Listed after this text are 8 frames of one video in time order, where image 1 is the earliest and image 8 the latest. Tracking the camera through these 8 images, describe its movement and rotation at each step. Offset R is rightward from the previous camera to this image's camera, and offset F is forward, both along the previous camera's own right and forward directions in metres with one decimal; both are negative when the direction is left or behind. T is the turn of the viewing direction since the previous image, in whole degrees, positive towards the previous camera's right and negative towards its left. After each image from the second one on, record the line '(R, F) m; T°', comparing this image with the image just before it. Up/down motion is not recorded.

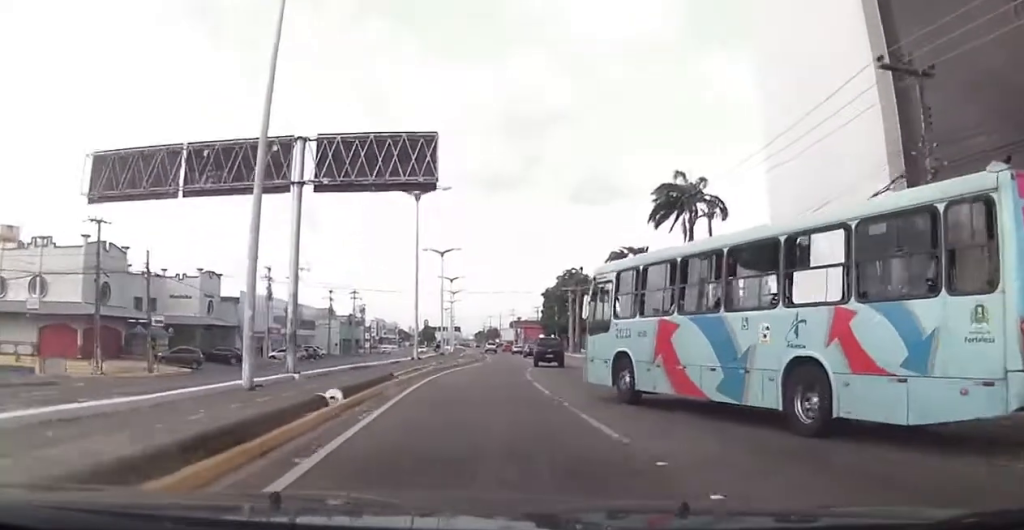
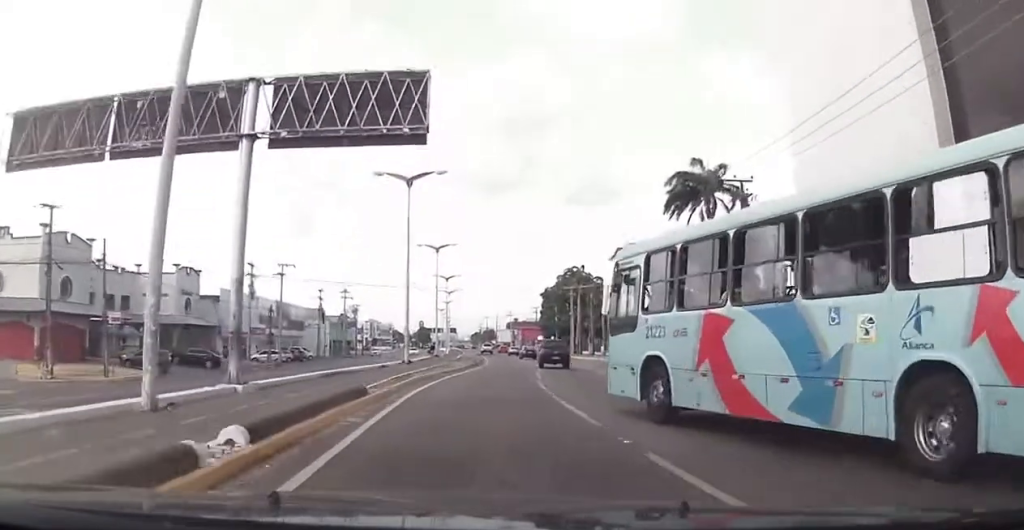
(0.0, +5.6) m; 0°
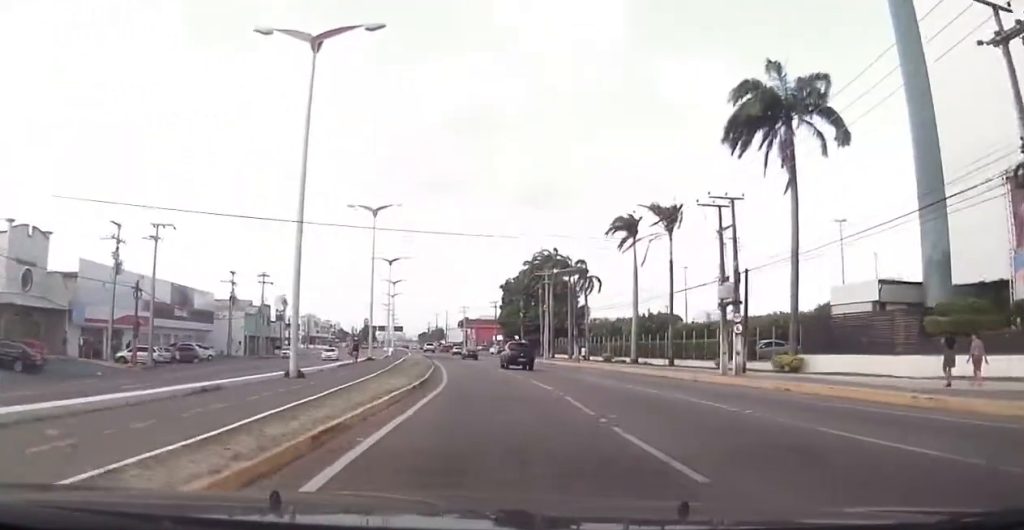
(+0.5, +21.9) m; +4°
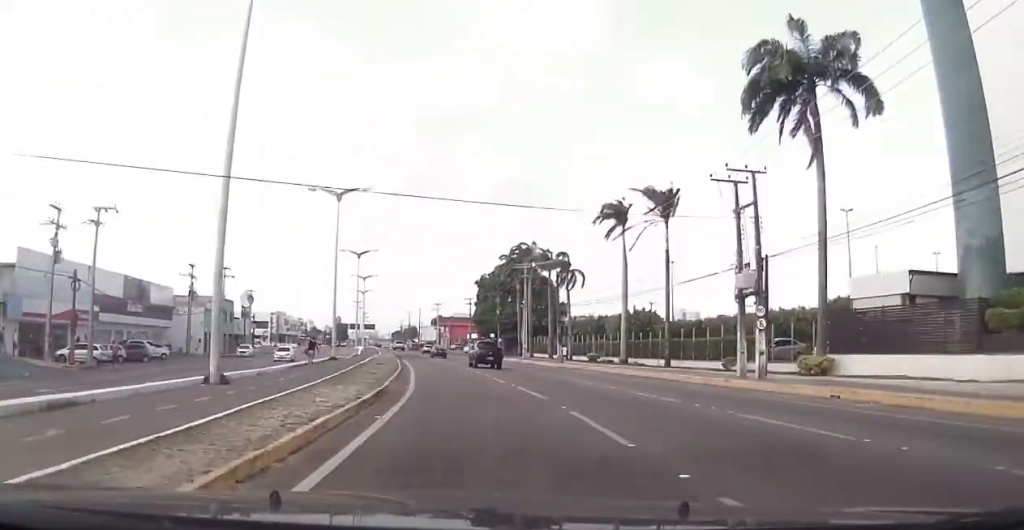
(+0.1, +5.5) m; +1°
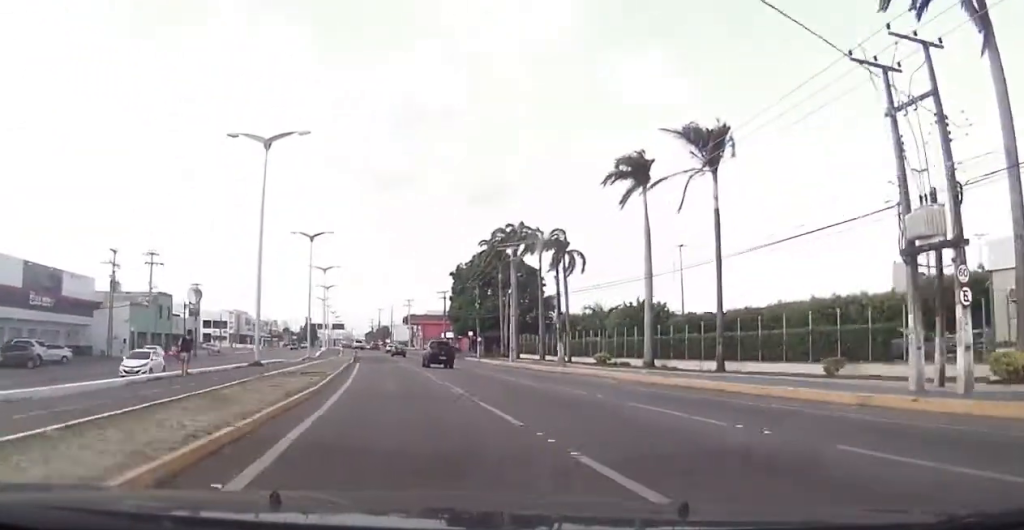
(+0.1, +14.0) m; +3°
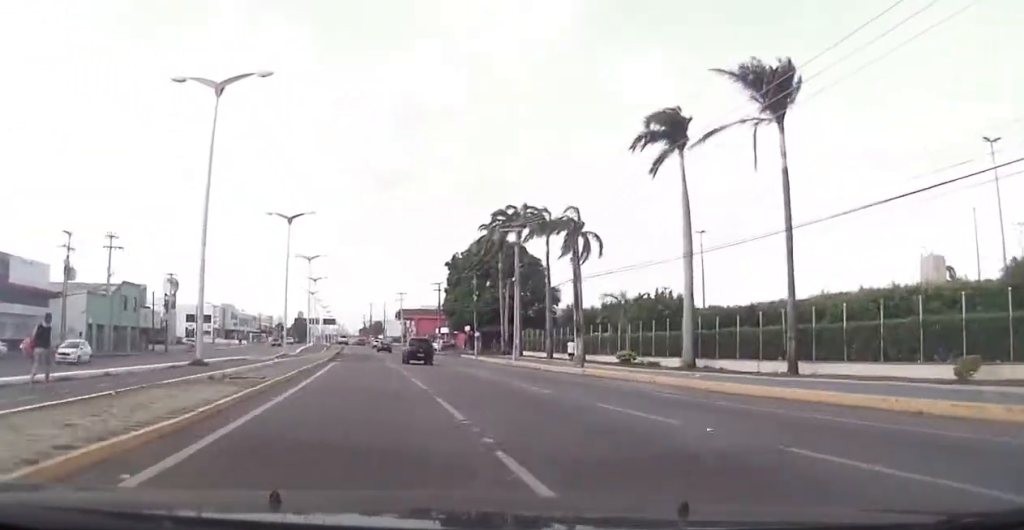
(+0.3, +8.2) m; +1°
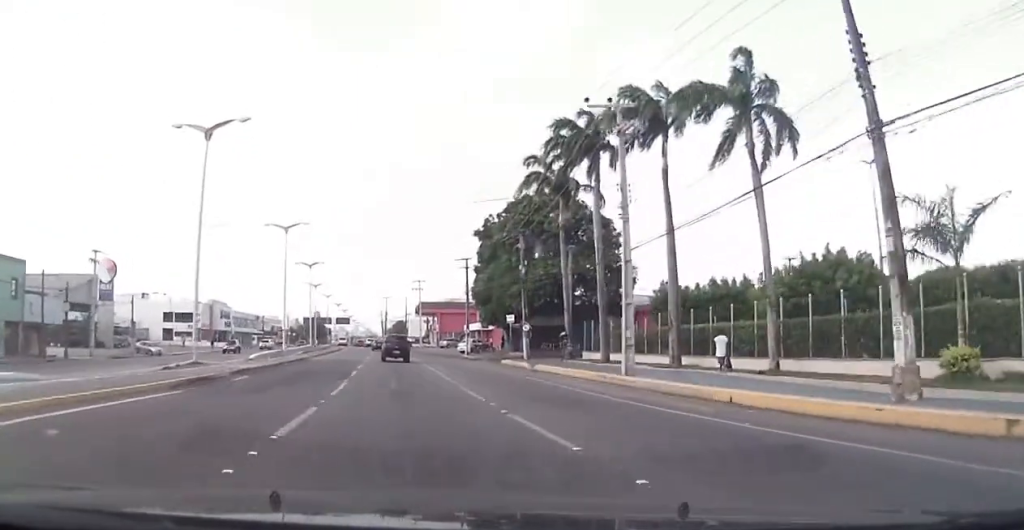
(-0.1, +28.1) m; -2°
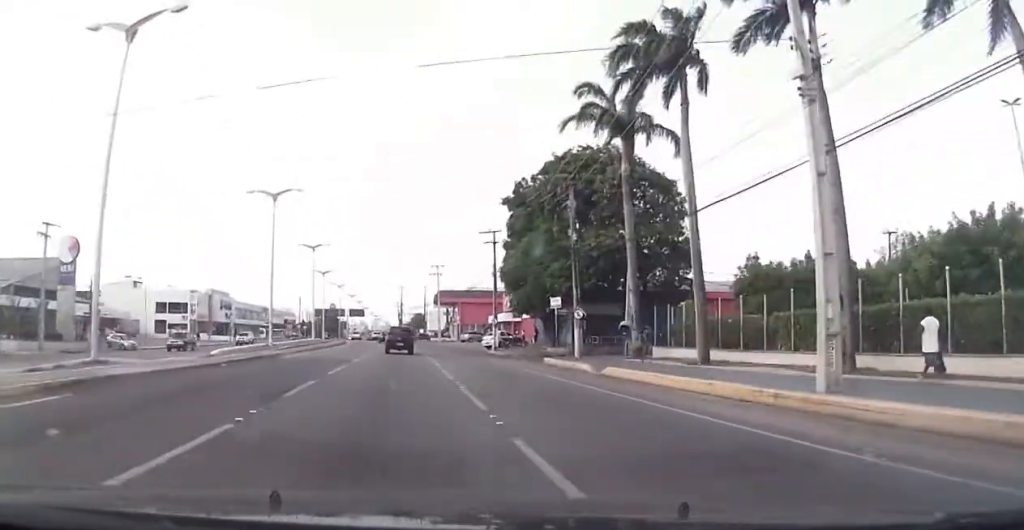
(-0.3, +13.1) m; -2°
